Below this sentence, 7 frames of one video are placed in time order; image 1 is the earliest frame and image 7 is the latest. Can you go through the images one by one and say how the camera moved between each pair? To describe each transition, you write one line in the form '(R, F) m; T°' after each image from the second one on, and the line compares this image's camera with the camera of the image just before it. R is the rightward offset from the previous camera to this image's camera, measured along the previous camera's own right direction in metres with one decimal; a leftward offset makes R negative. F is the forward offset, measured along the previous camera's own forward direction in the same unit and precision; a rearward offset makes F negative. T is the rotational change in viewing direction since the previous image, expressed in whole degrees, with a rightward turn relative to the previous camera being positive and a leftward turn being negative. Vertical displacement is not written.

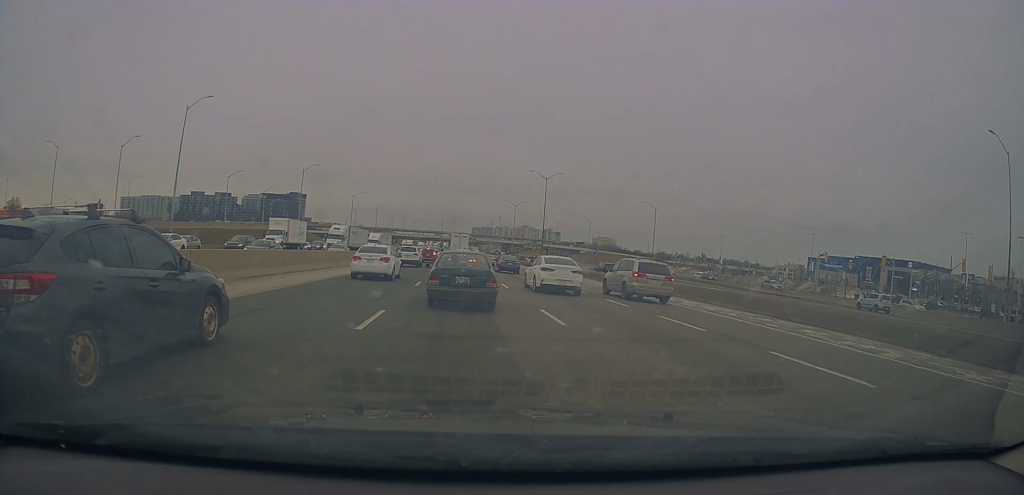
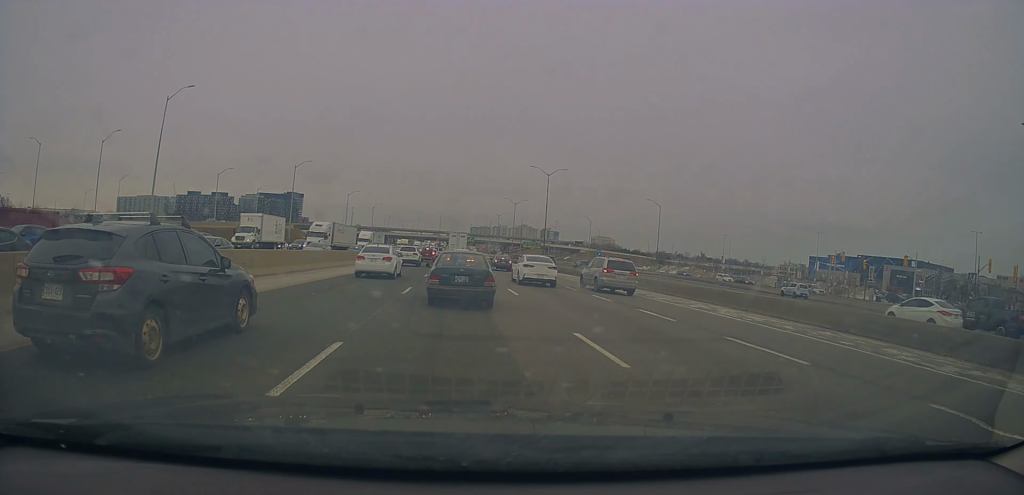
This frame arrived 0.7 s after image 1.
(+0.1, +4.3) m; -1°
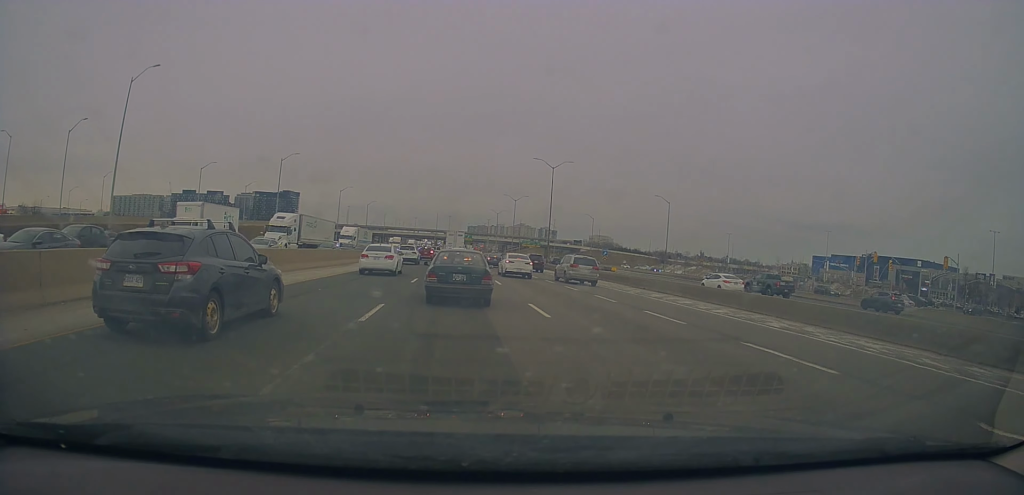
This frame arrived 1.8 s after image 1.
(-0.5, +6.9) m; -4°
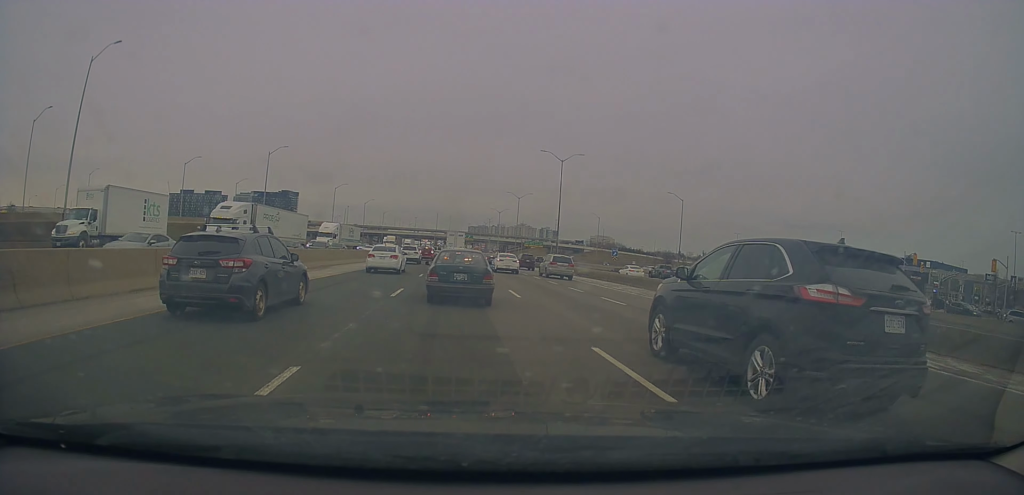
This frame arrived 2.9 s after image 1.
(0.0, +7.3) m; 0°
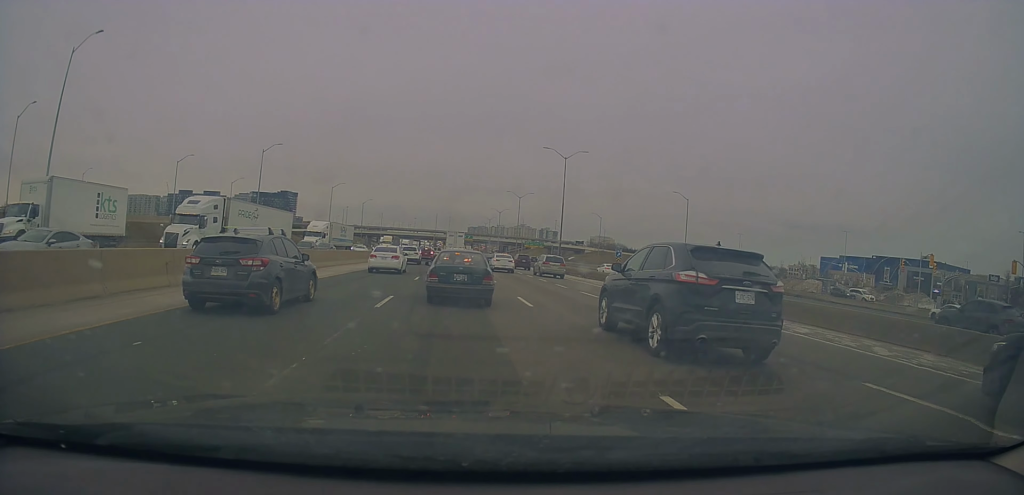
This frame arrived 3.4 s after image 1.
(+0.1, +3.1) m; 0°
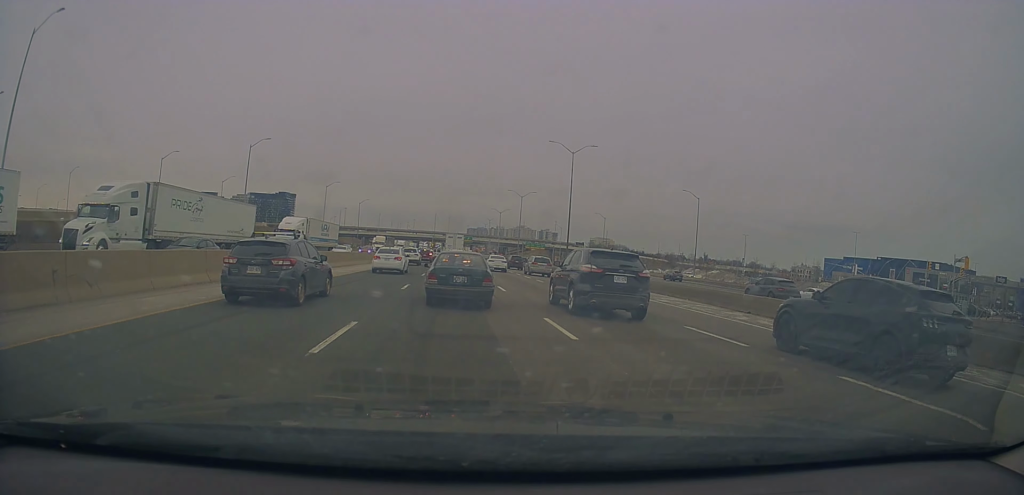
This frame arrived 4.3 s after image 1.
(-0.1, +5.8) m; +4°
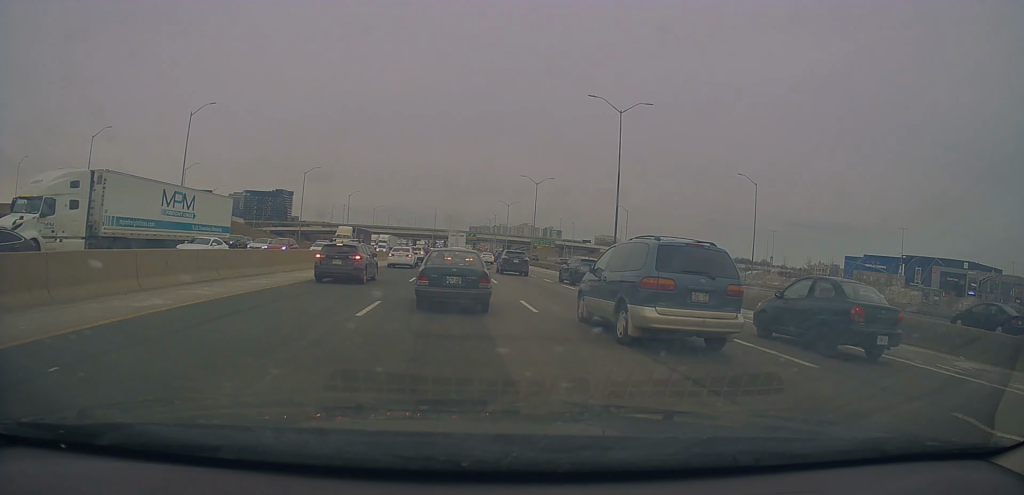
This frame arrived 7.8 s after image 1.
(-0.2, +21.6) m; 0°
